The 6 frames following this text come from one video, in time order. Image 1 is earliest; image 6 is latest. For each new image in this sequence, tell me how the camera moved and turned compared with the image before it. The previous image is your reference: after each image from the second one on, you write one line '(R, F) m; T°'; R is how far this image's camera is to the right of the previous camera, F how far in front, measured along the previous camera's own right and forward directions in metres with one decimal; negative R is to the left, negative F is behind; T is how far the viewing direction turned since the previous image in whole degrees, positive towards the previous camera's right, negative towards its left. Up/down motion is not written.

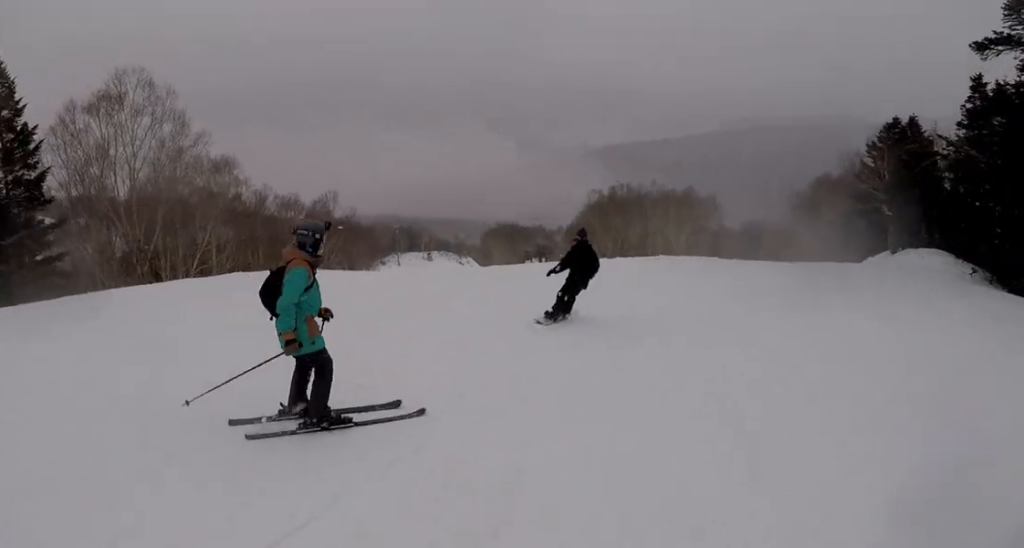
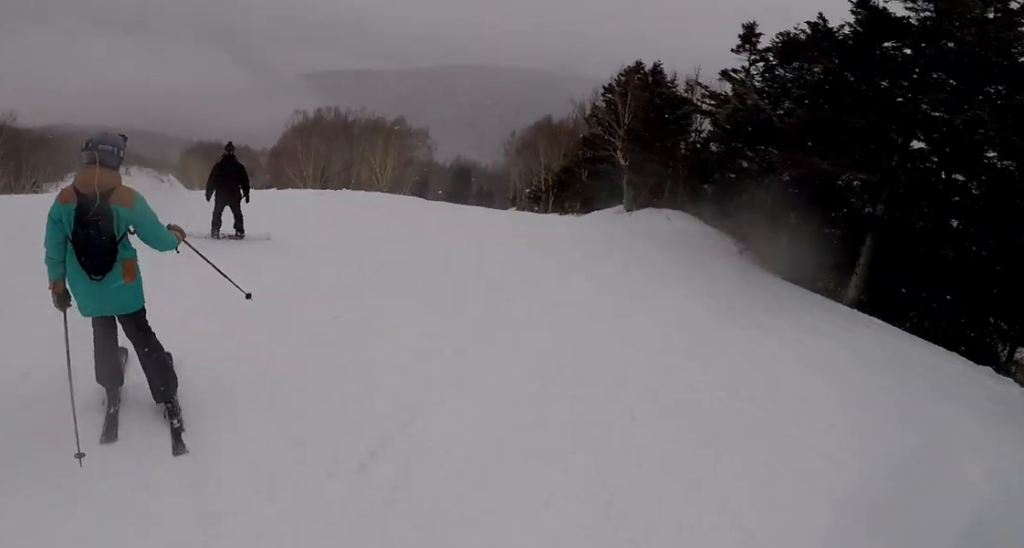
(+2.3, +6.4) m; +27°
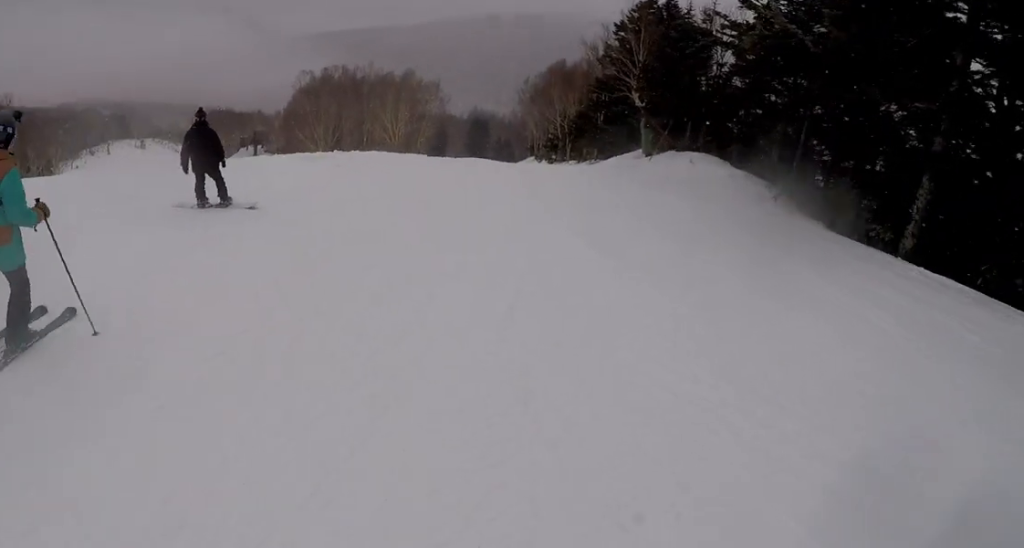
(0.0, +2.1) m; 0°
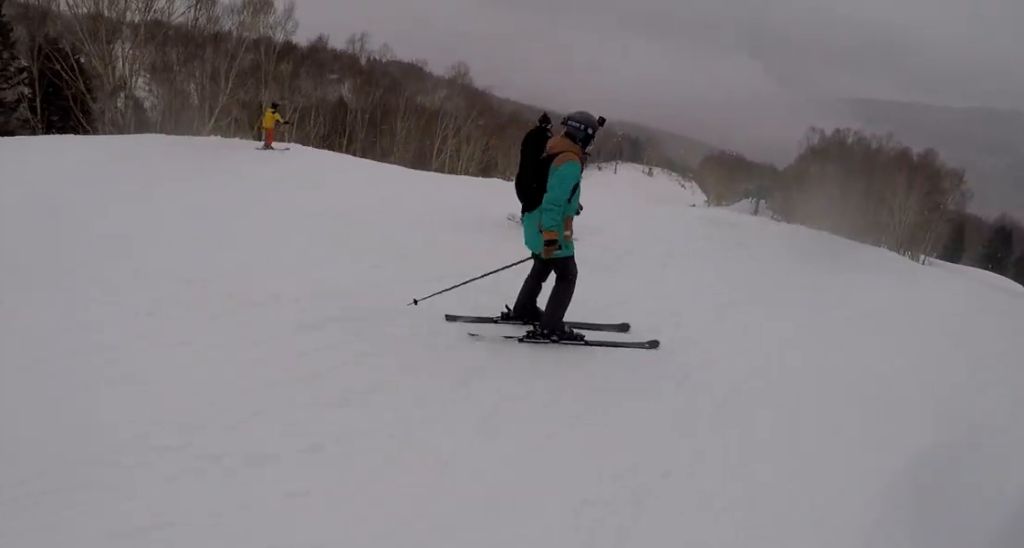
(0.0, +6.0) m; -20°
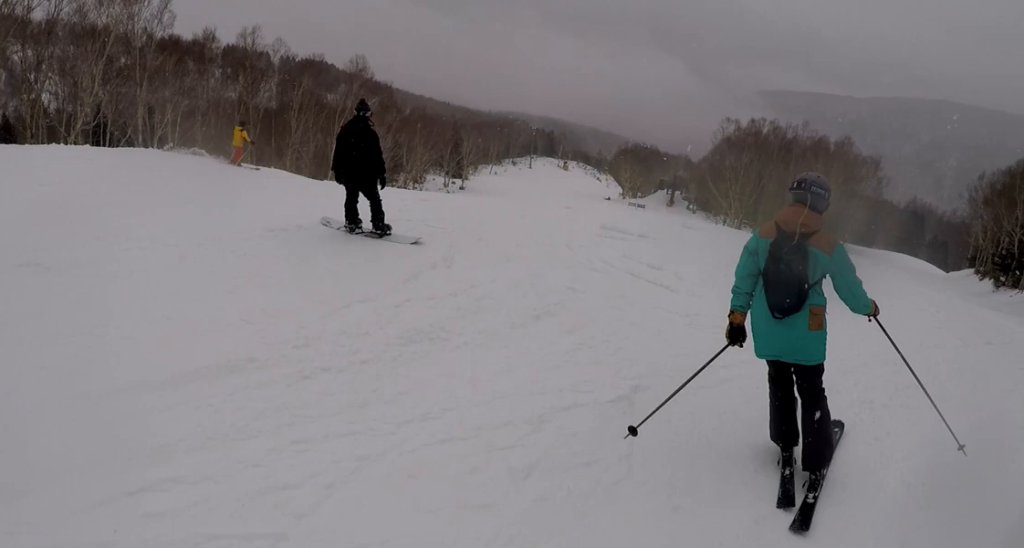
(-0.7, +2.4) m; -8°
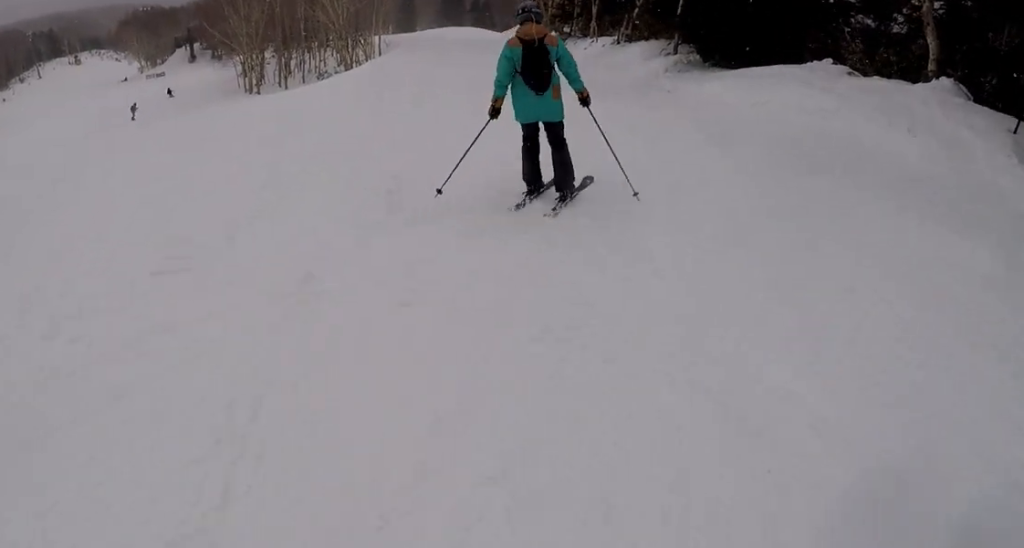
(+2.6, +10.3) m; +22°
